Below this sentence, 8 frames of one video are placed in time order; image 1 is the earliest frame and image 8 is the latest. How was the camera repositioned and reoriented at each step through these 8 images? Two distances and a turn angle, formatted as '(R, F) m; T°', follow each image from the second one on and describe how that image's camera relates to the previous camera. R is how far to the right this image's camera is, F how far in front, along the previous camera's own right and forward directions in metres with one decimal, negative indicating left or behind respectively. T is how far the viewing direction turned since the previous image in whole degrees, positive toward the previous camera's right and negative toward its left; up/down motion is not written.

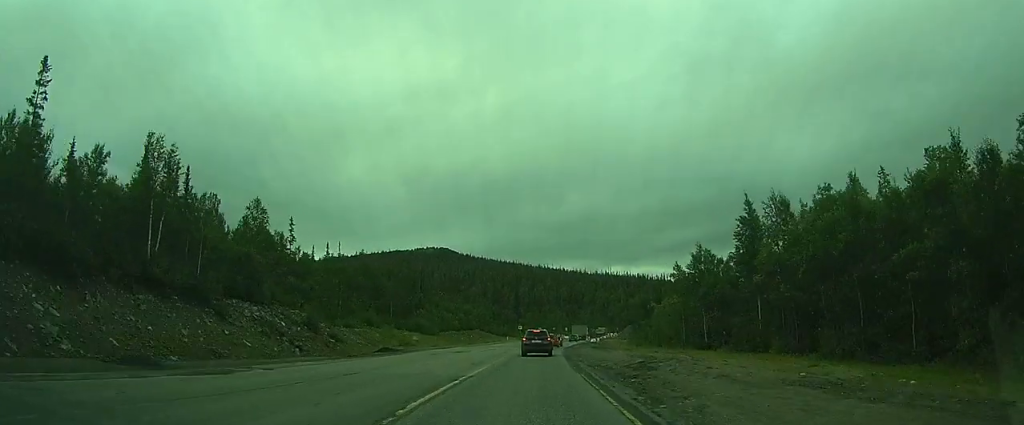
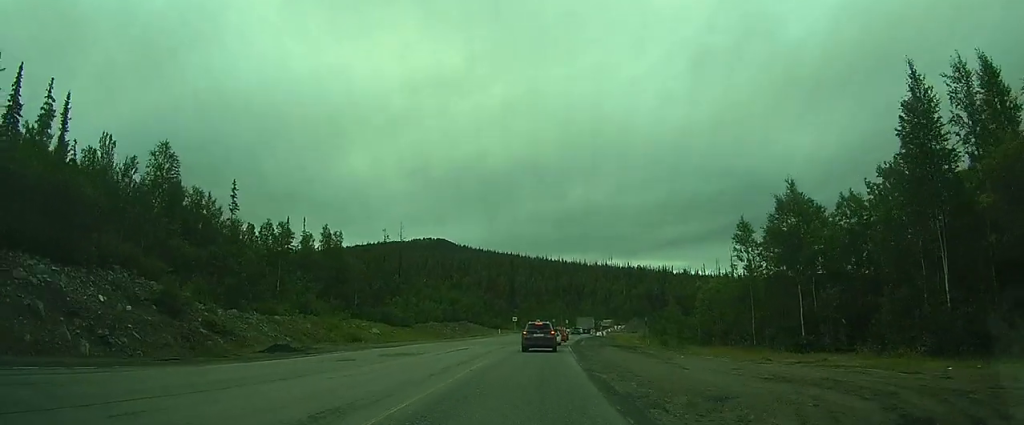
(-0.1, +15.2) m; 0°
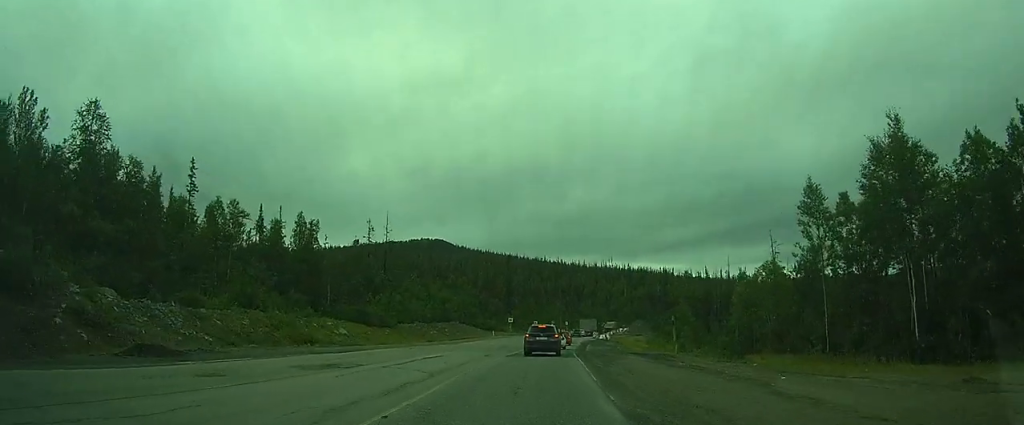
(0.0, +8.0) m; +1°
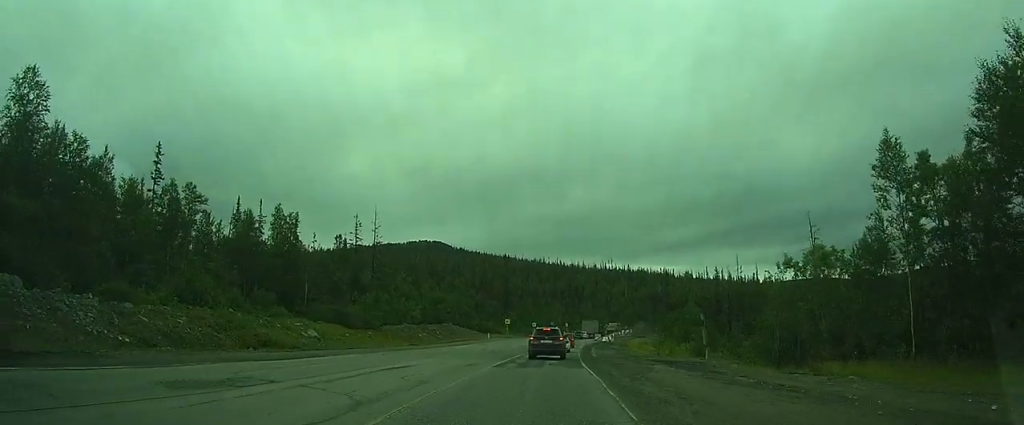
(0.0, +7.6) m; +3°
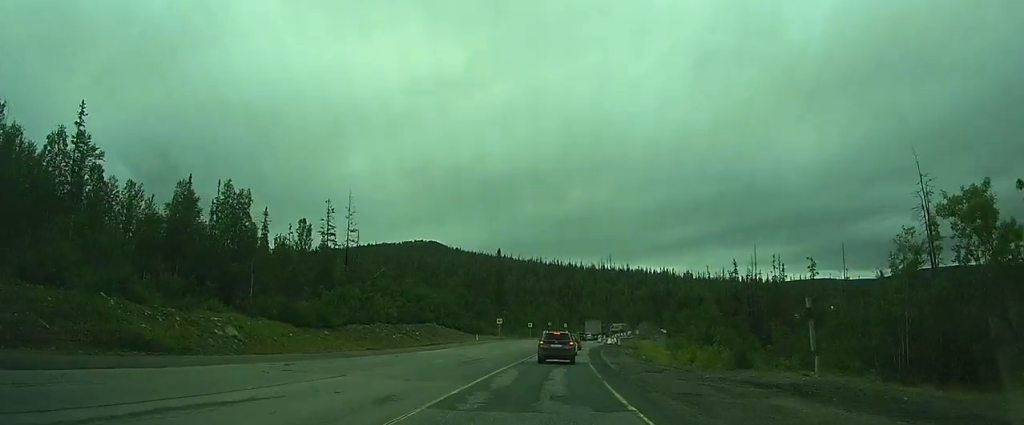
(+0.8, +14.4) m; +8°
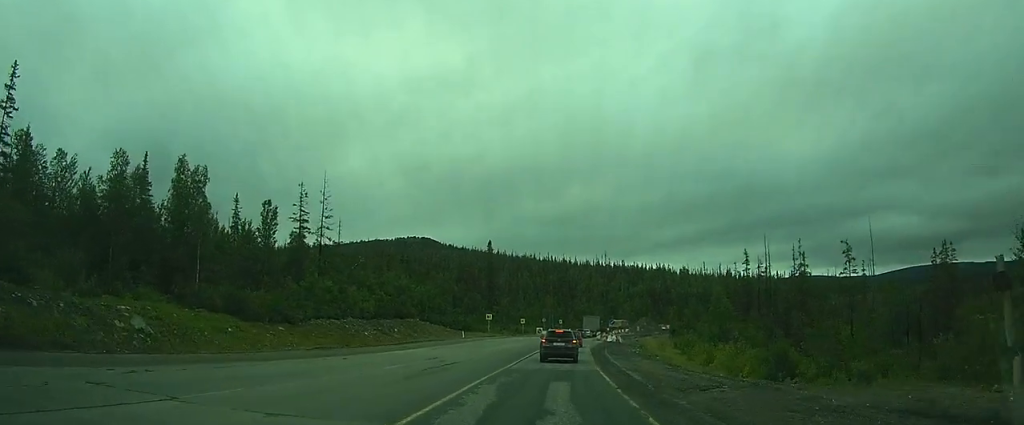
(+0.6, +9.8) m; +3°
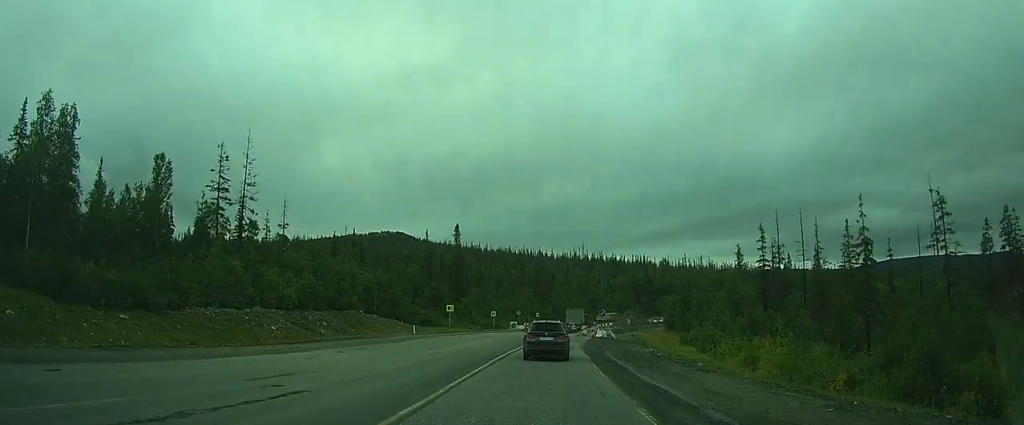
(+0.4, +17.7) m; +2°
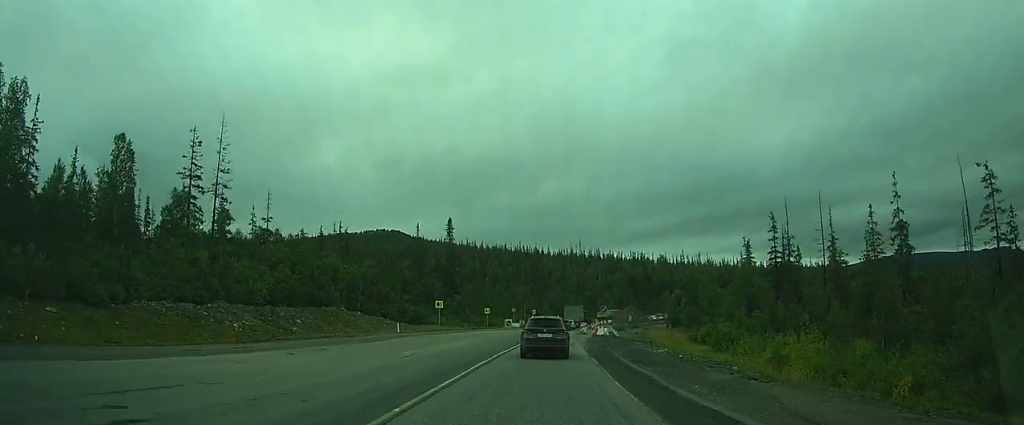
(0.0, +6.0) m; 0°
